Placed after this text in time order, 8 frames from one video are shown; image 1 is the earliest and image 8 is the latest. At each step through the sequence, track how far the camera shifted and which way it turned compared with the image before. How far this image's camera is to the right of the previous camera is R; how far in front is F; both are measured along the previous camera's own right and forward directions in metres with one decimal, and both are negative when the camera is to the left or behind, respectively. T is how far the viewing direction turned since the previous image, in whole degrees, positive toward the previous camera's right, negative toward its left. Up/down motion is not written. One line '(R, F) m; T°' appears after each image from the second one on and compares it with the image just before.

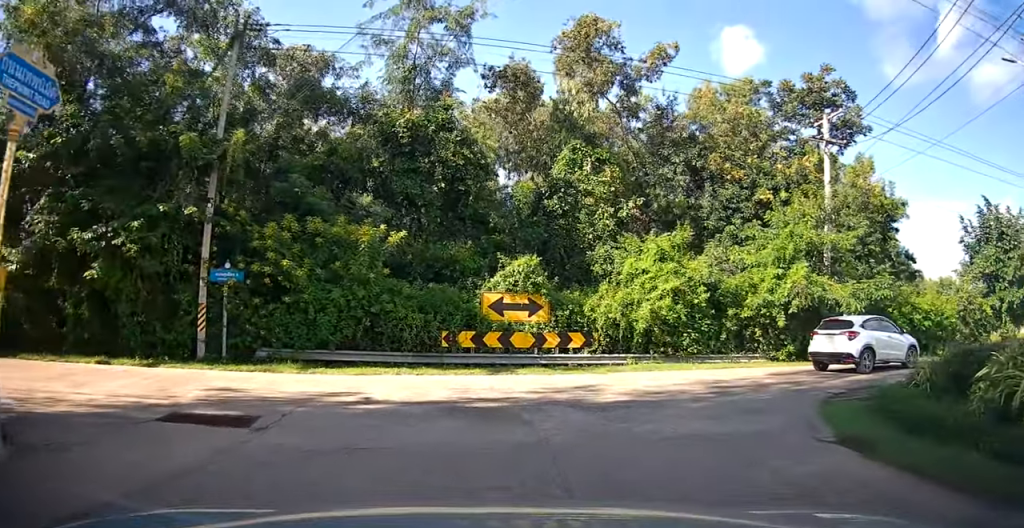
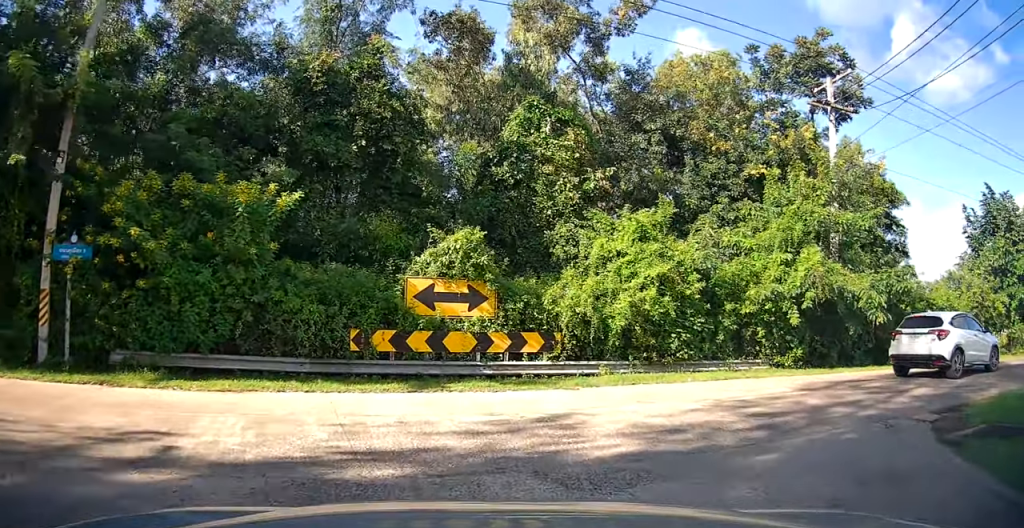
(0.0, +4.9) m; 0°
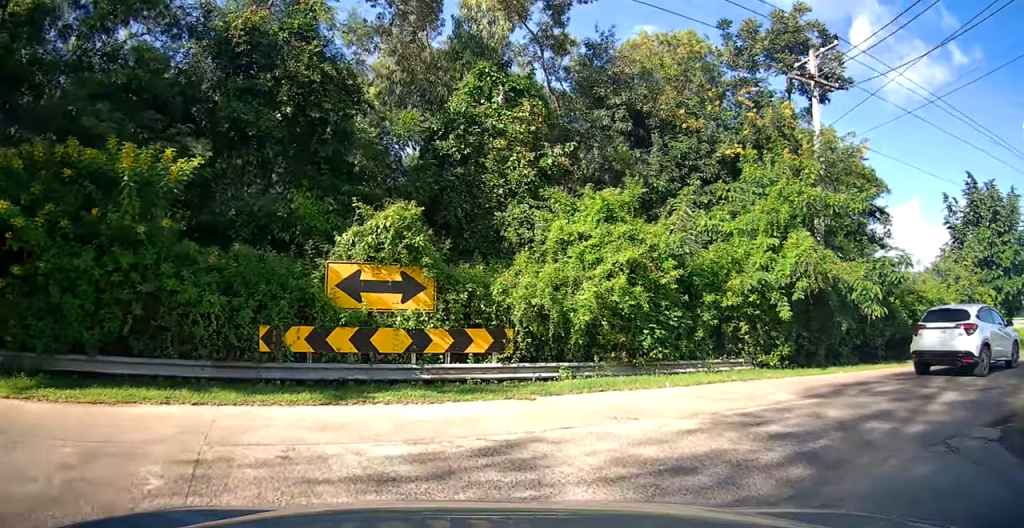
(0.0, +2.5) m; +6°
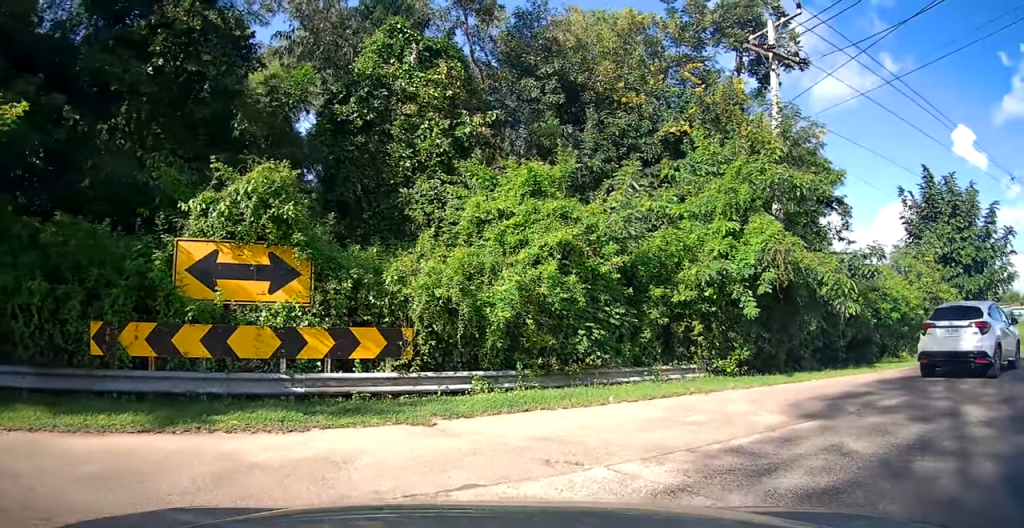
(+0.1, +3.0) m; +14°
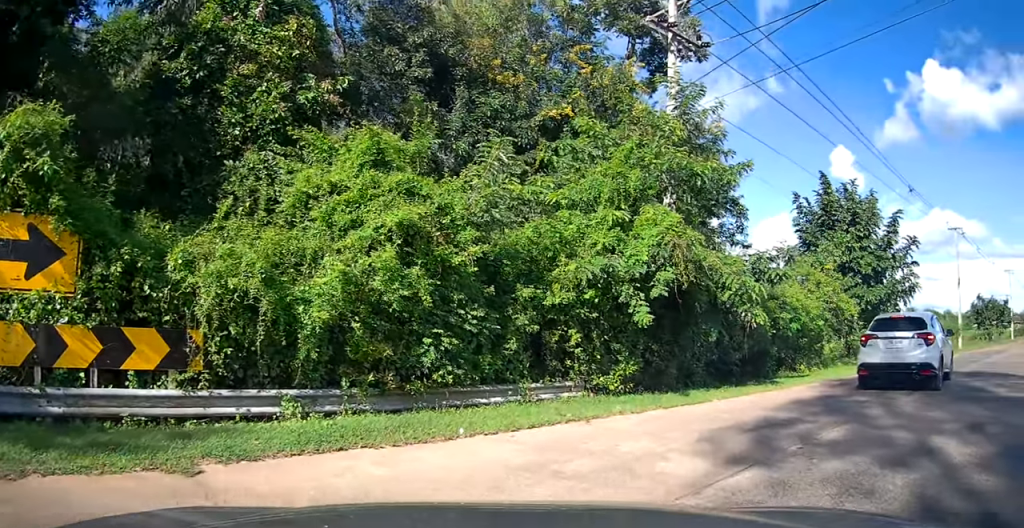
(+0.7, +2.3) m; +22°
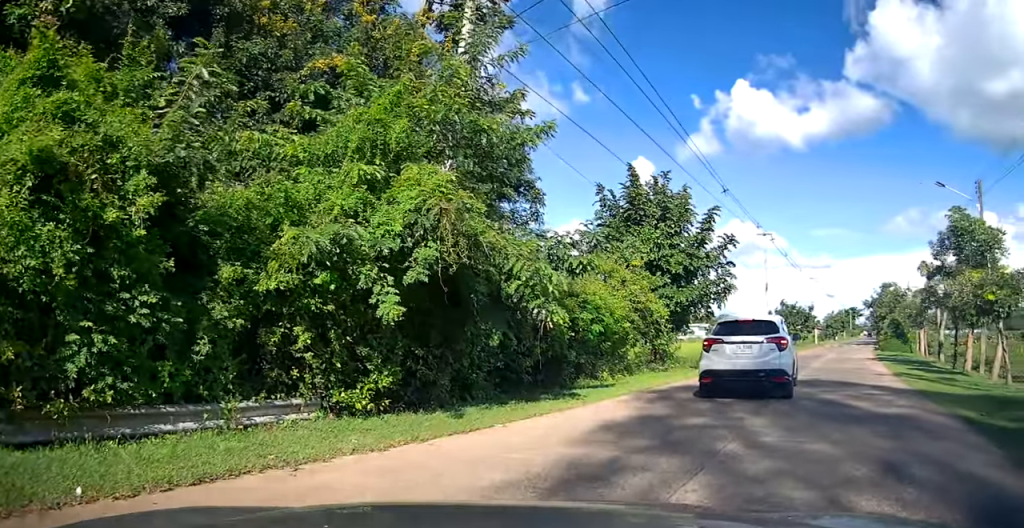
(+0.4, +2.4) m; +18°
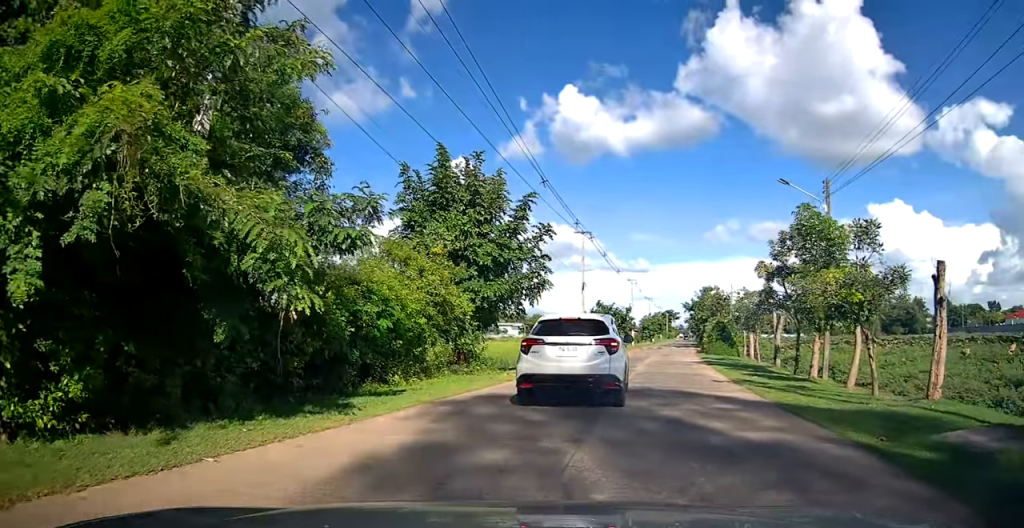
(+0.3, +2.2) m; +18°
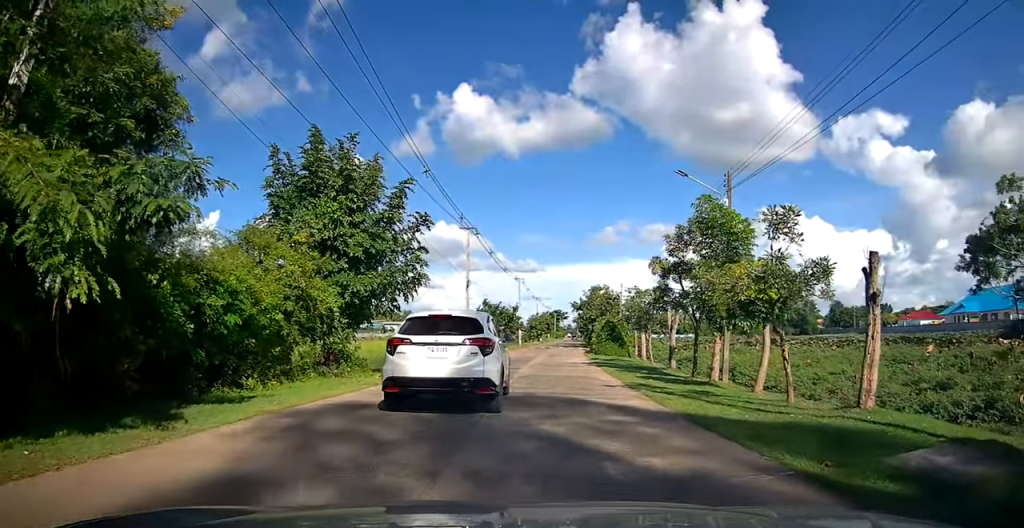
(+0.2, +1.4) m; +9°
